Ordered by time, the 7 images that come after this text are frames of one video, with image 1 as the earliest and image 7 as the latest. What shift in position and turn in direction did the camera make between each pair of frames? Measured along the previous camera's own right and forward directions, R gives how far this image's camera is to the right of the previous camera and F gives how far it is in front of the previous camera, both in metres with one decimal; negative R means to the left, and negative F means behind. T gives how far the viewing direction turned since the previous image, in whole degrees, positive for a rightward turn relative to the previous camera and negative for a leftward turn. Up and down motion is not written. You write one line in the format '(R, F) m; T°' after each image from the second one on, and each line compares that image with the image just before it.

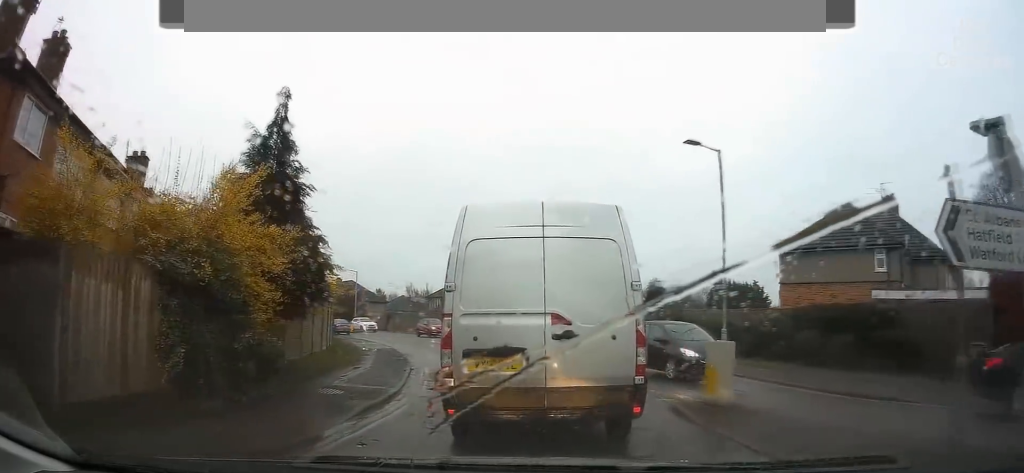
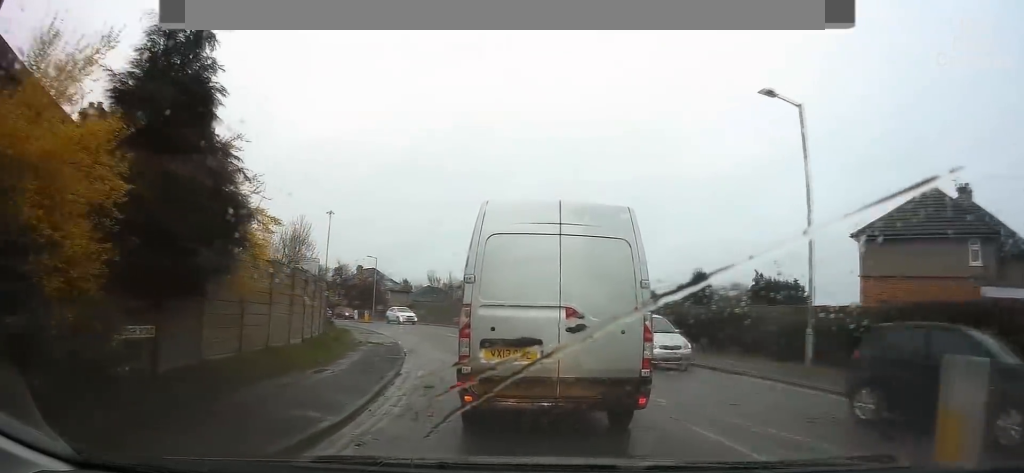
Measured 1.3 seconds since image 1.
(+0.5, +5.2) m; +1°
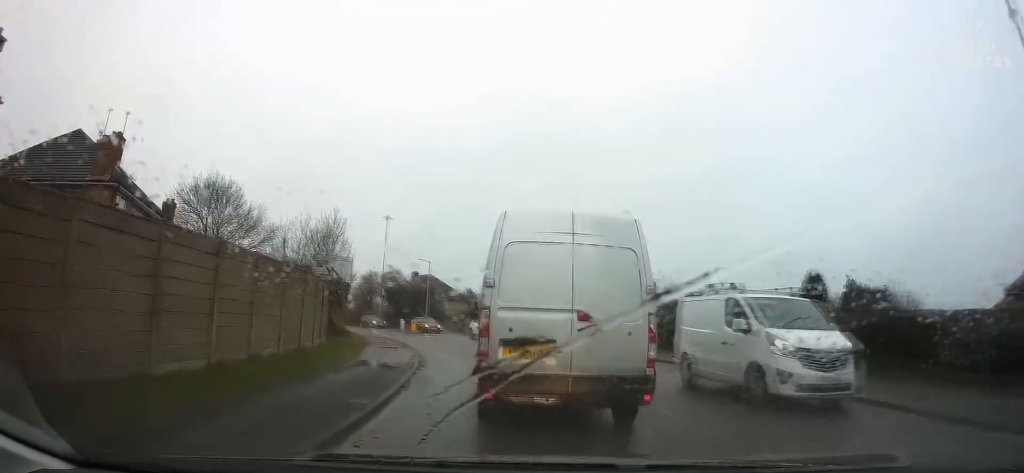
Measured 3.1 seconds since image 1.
(-0.9, +8.8) m; -10°
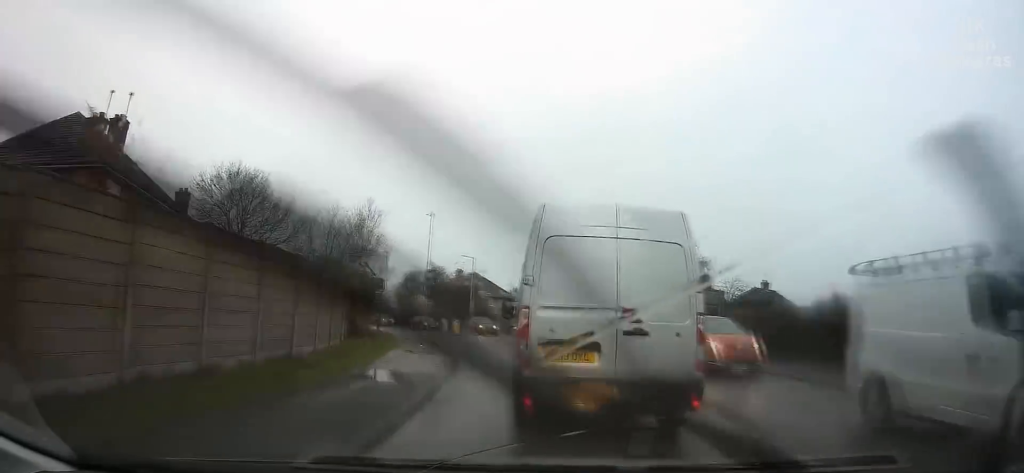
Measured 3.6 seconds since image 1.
(-0.1, +3.5) m; -4°
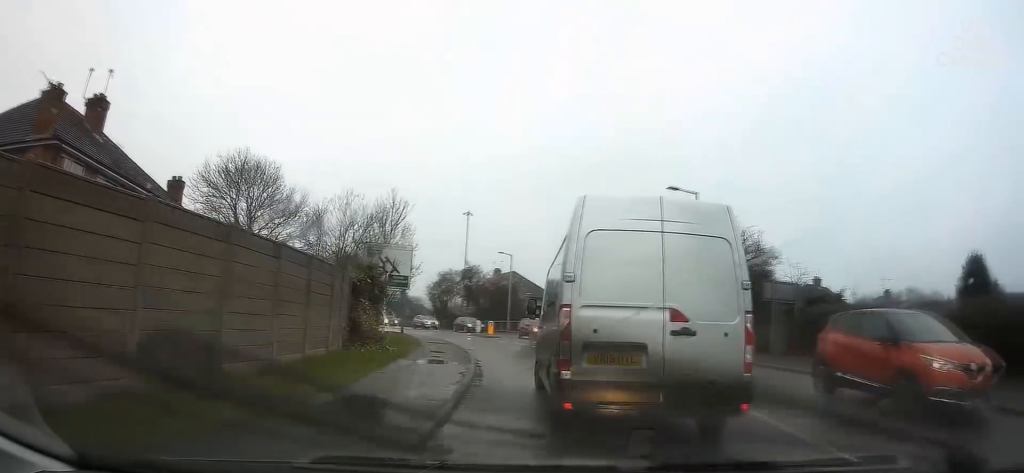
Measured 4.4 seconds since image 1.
(-0.2, +4.7) m; -4°
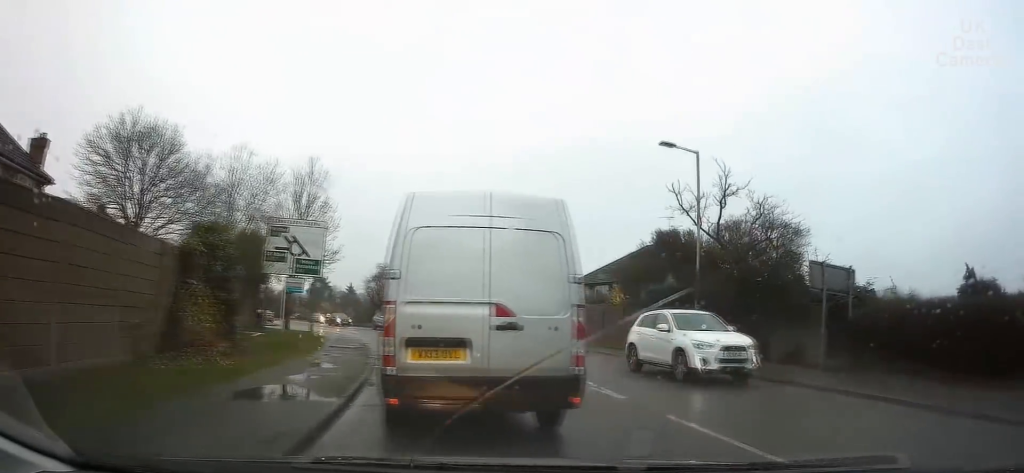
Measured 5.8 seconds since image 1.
(+0.1, +8.7) m; +5°
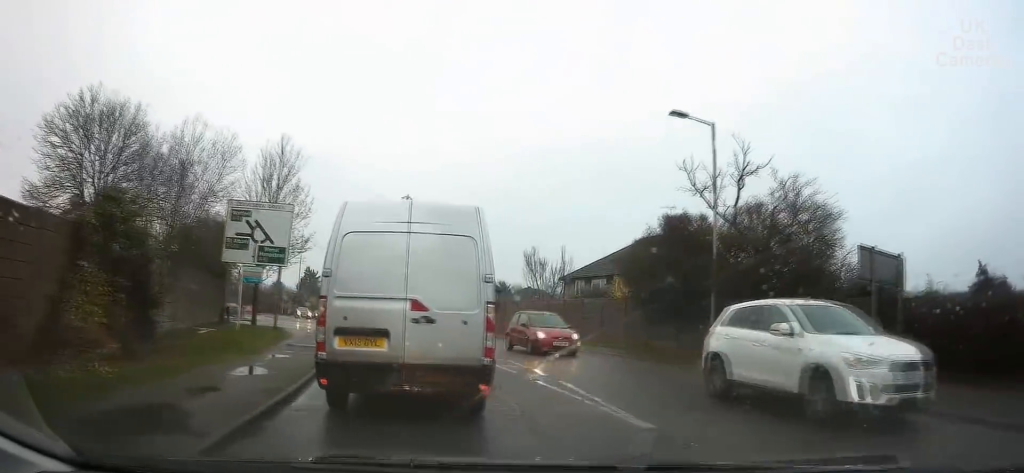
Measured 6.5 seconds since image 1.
(+0.1, +3.7) m; 0°
